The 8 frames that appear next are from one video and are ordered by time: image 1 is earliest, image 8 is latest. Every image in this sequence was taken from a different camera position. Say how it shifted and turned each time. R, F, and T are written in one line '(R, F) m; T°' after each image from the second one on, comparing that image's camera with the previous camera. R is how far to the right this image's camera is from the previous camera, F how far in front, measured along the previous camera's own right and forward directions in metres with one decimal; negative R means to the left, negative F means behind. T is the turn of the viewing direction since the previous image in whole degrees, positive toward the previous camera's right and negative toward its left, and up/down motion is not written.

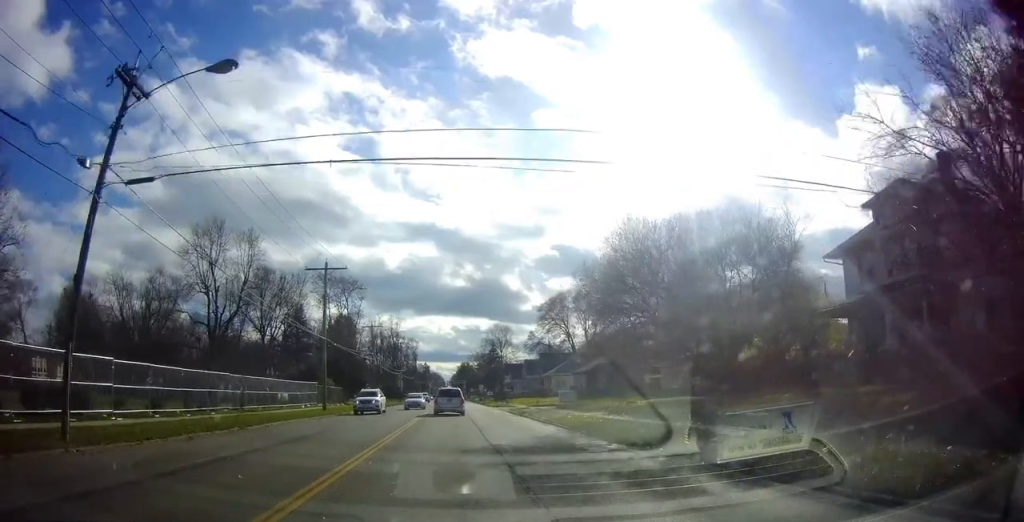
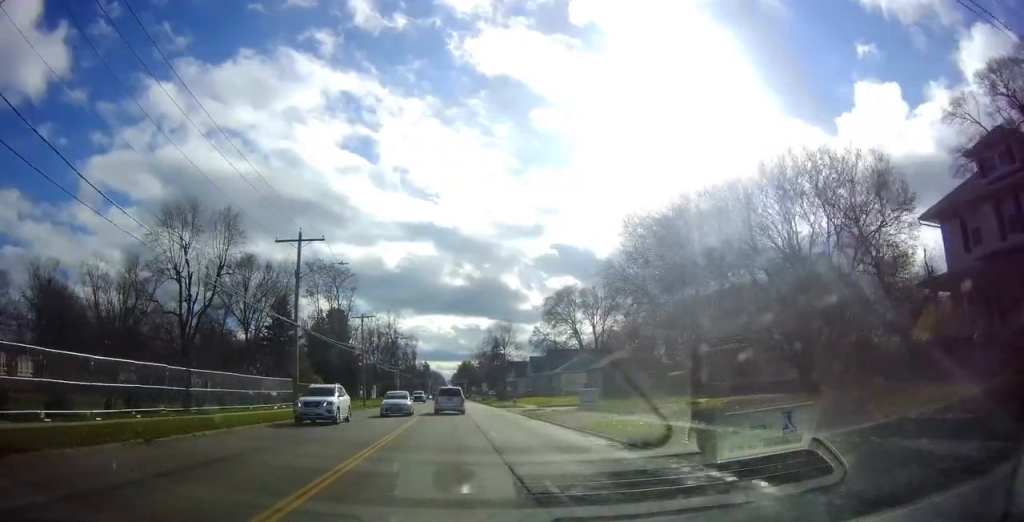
(0.0, +7.2) m; 0°
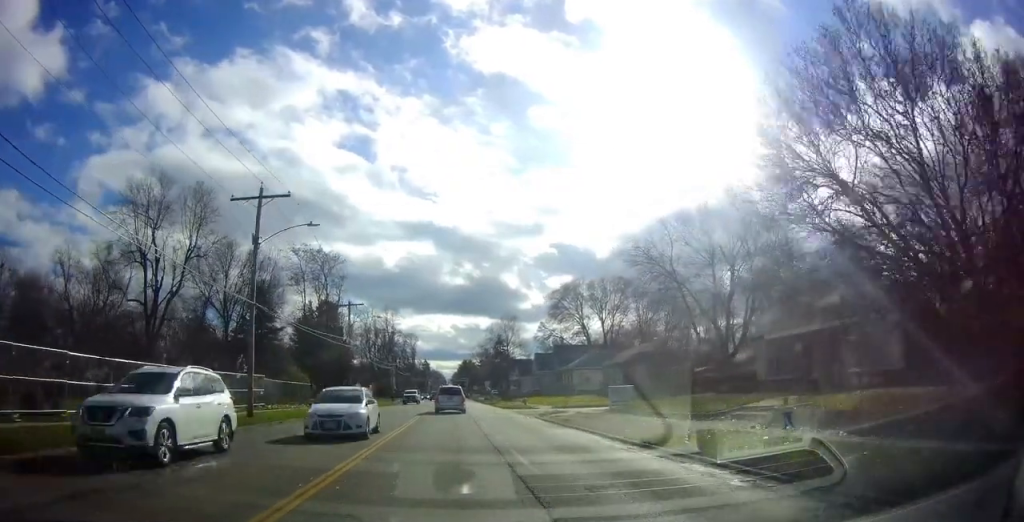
(0.0, +6.6) m; 0°
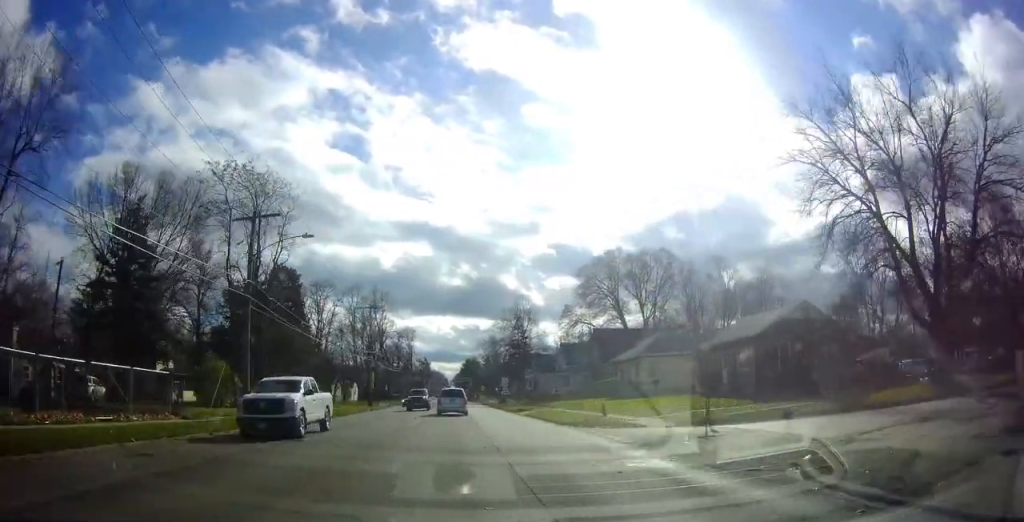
(0.0, +26.9) m; 0°
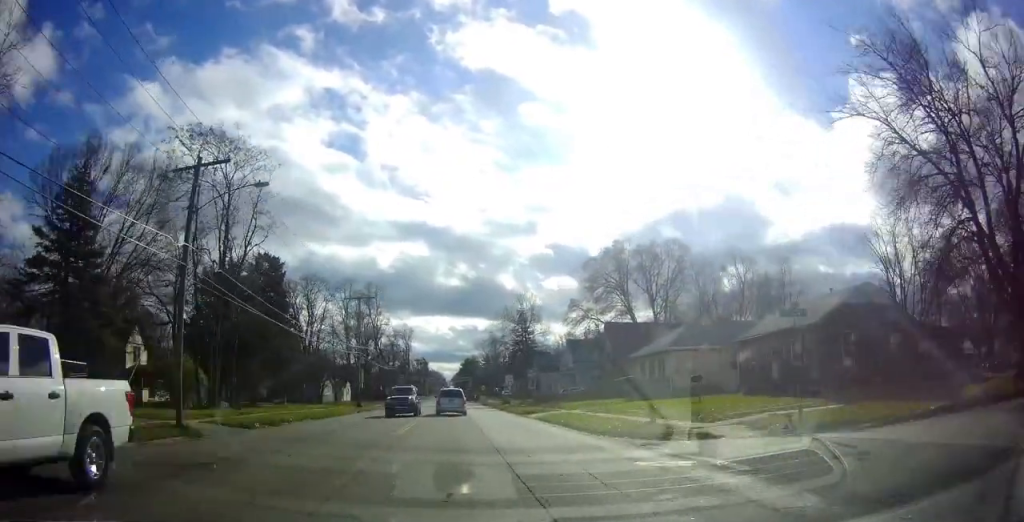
(0.0, +6.3) m; 0°
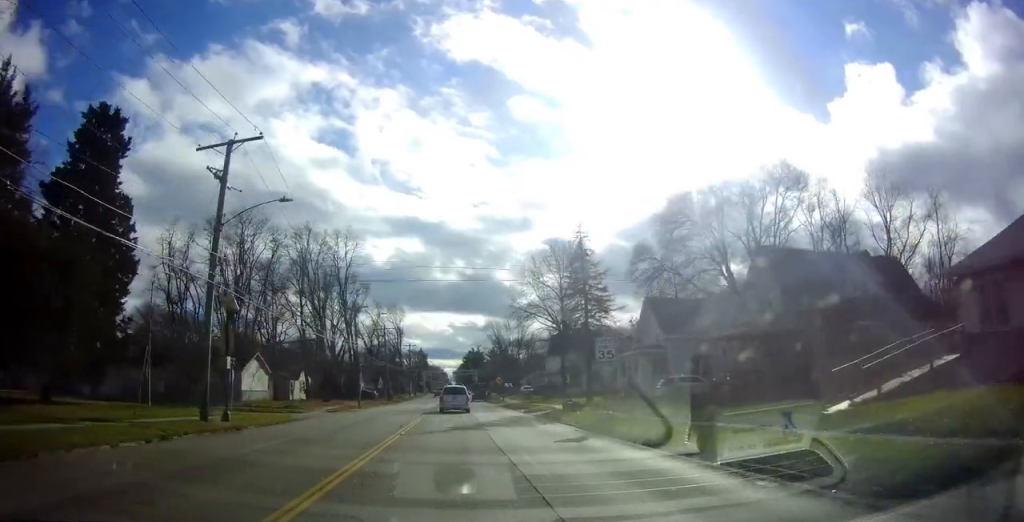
(0.0, +35.6) m; 0°
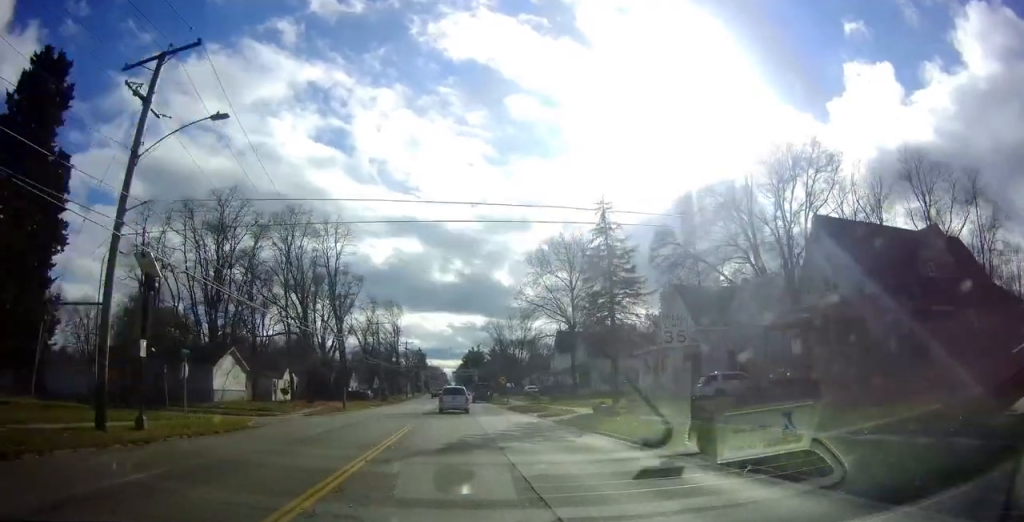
(0.0, +6.8) m; -1°
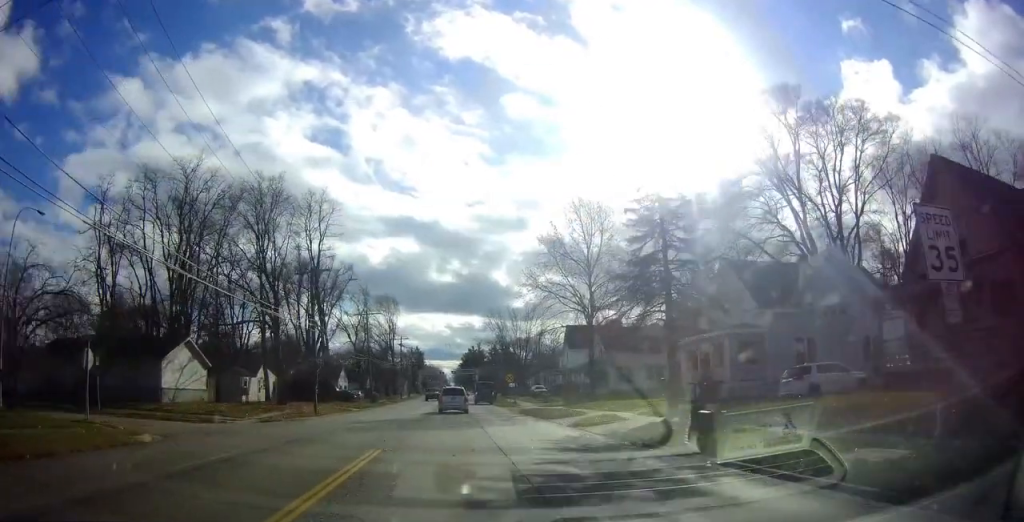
(0.0, +9.8) m; -1°
